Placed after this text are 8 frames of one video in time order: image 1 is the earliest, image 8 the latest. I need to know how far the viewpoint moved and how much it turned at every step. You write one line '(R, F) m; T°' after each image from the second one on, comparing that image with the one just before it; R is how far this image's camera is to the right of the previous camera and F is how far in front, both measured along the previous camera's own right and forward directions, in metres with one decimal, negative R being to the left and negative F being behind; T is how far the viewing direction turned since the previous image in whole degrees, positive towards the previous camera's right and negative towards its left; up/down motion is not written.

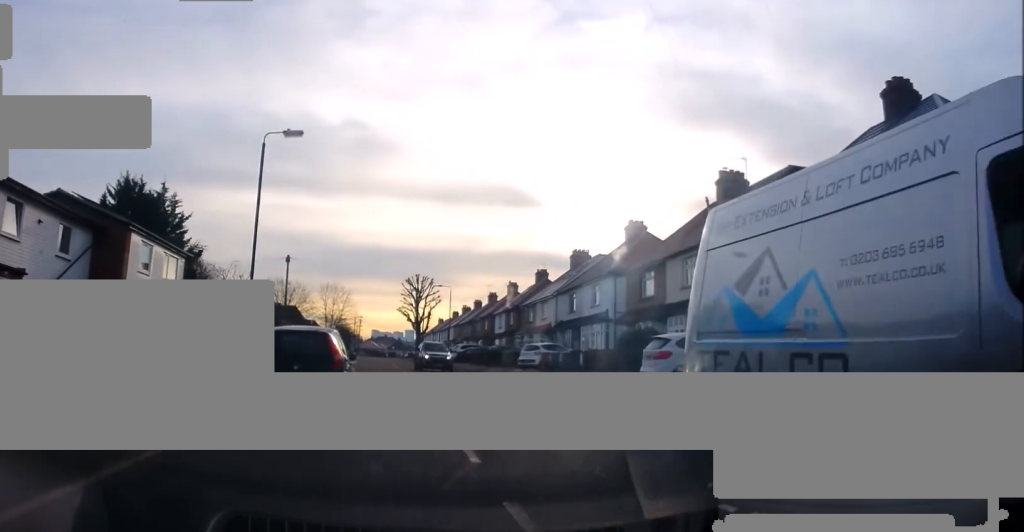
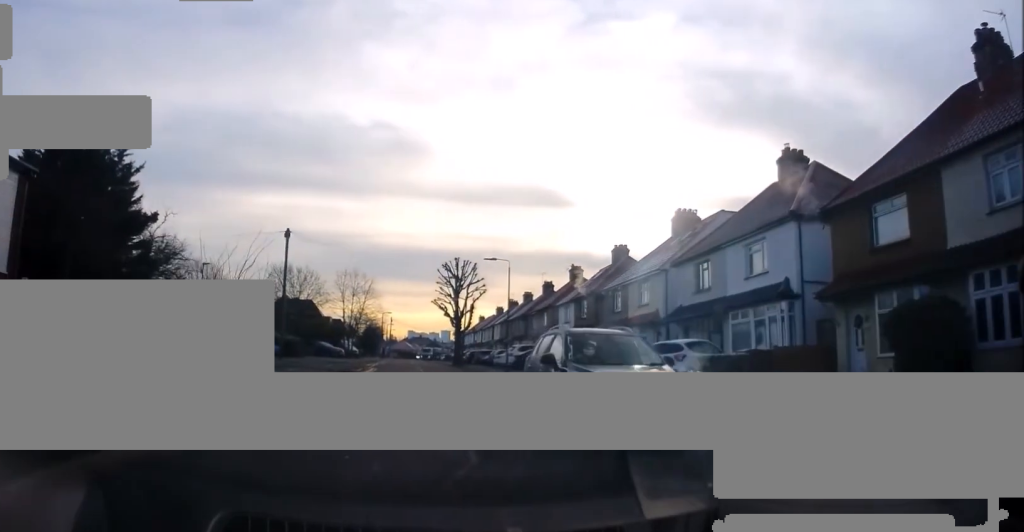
(-0.4, +15.8) m; -1°
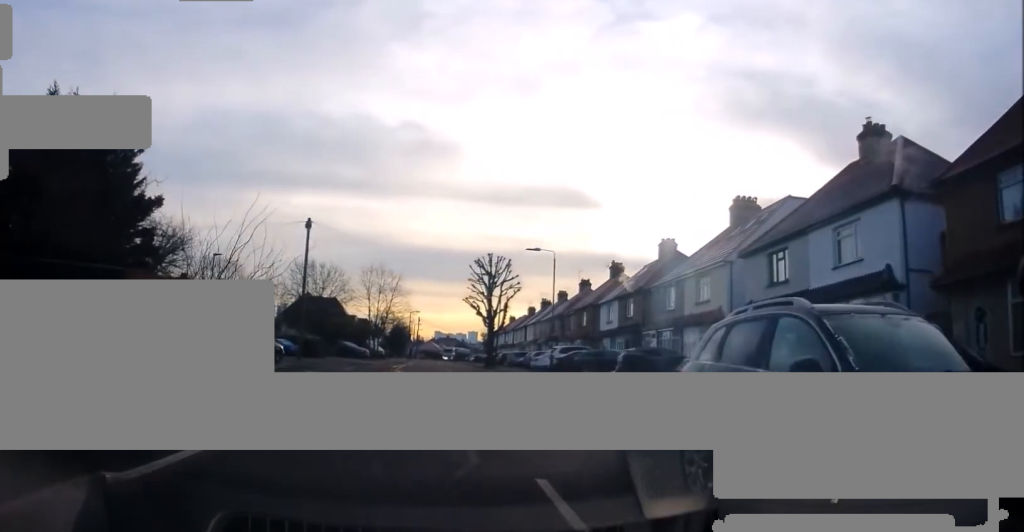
(0.0, +4.0) m; 0°
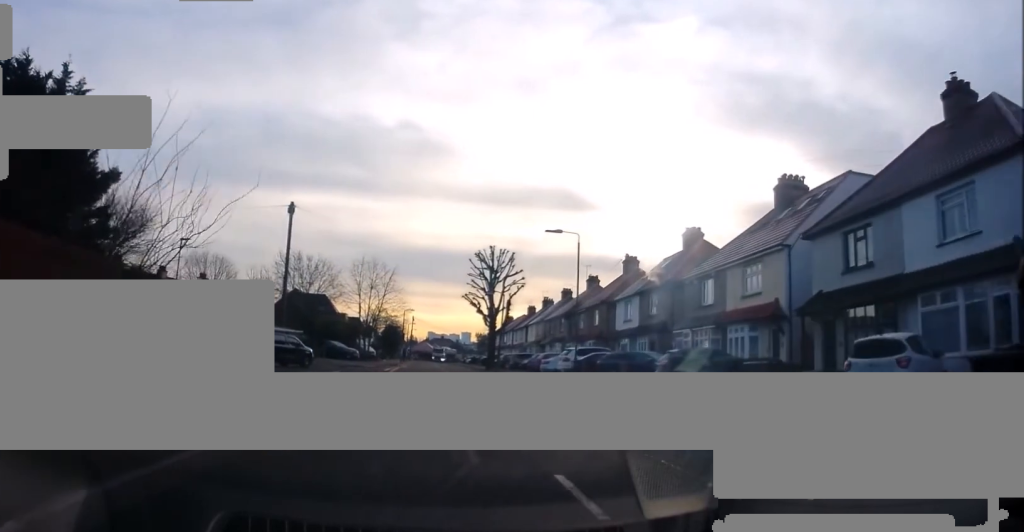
(0.0, +5.4) m; 0°
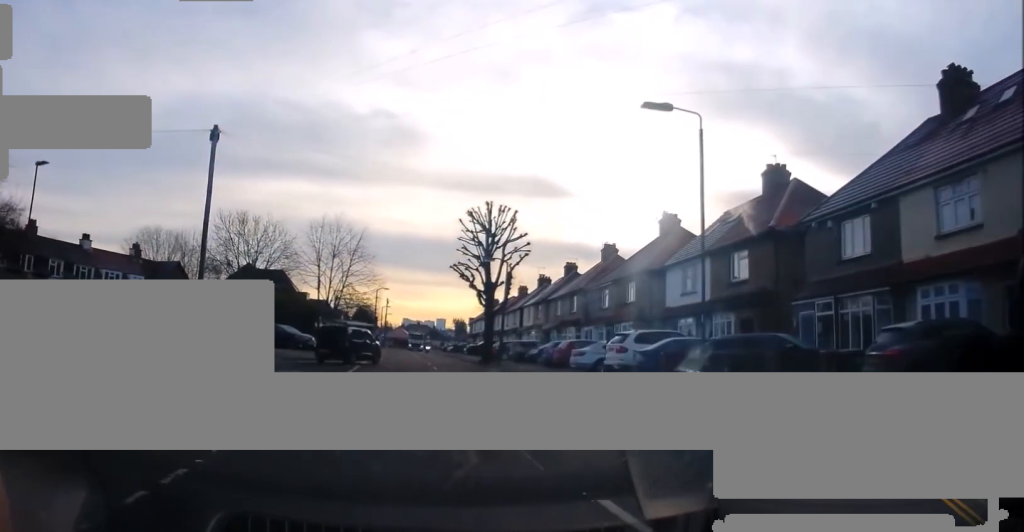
(-0.3, +13.0) m; -2°
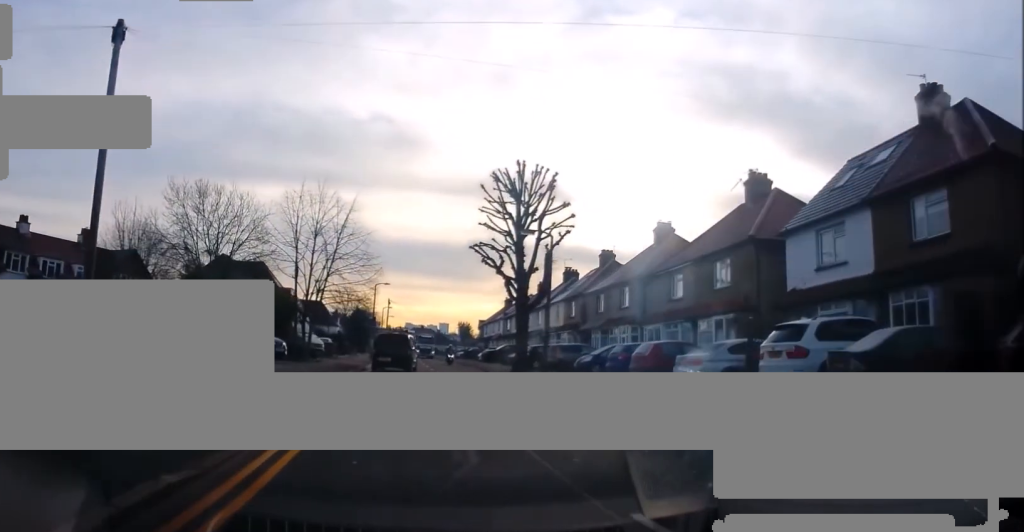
(+0.2, +11.6) m; 0°
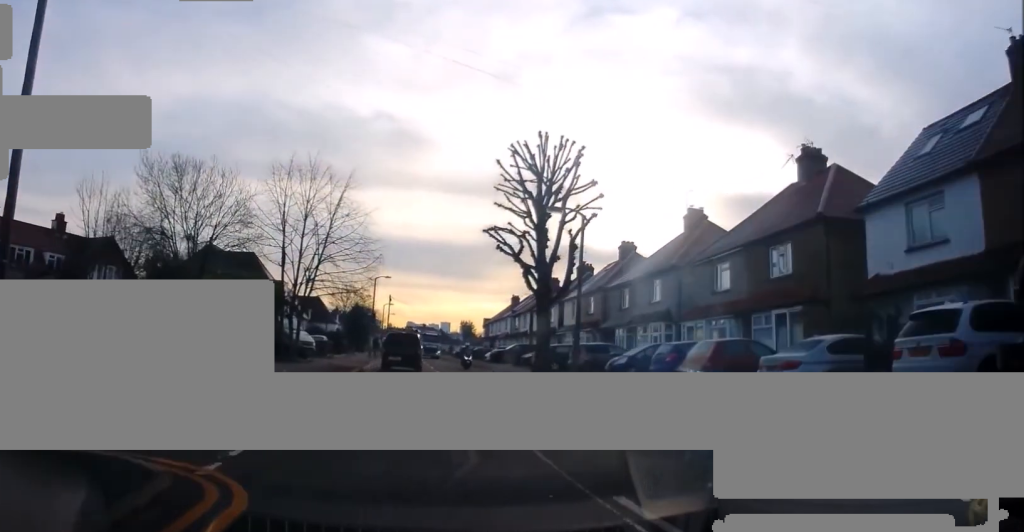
(0.0, +4.4) m; 0°
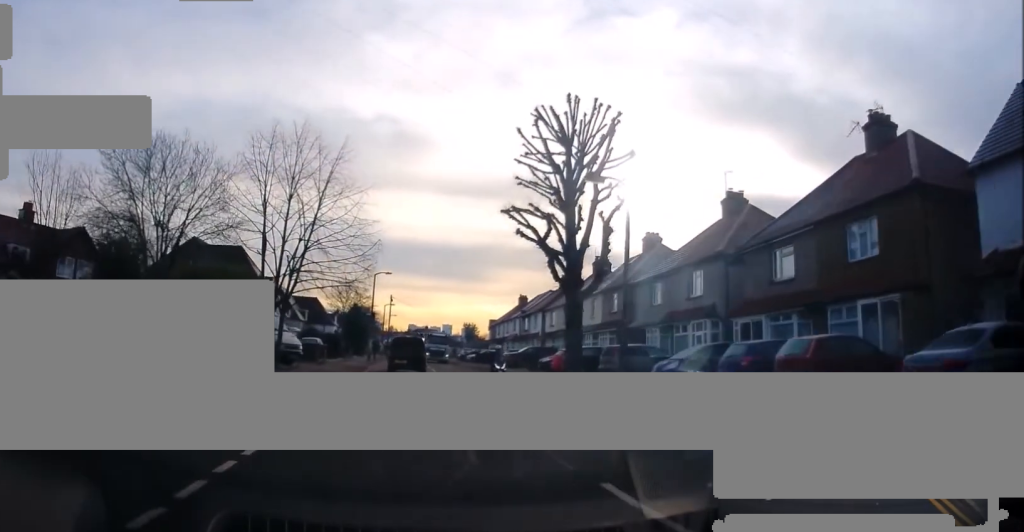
(-0.3, +5.1) m; 0°
